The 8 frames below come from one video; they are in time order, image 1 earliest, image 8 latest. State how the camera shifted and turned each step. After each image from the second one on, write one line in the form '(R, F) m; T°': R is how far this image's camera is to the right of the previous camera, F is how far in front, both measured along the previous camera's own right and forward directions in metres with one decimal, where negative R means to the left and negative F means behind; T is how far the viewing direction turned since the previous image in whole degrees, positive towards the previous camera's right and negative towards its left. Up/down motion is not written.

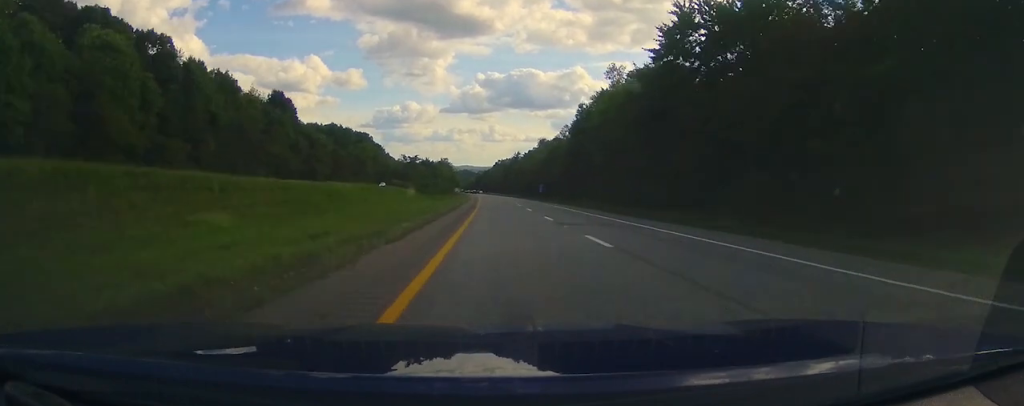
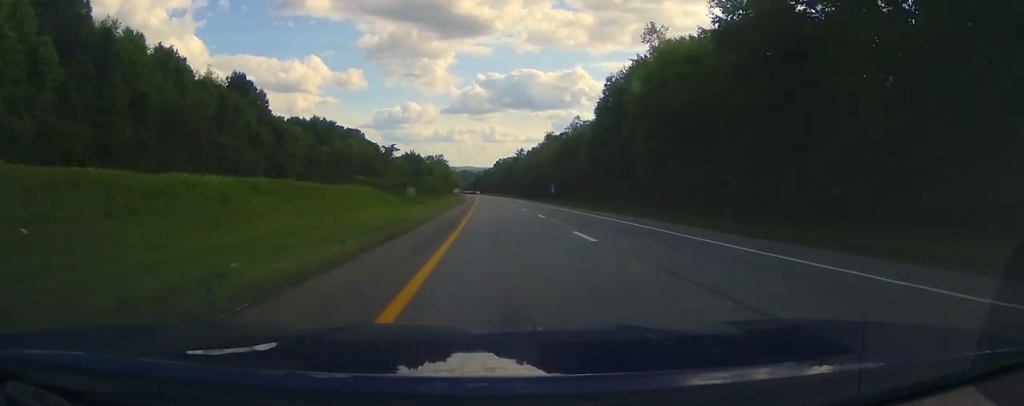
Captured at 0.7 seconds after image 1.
(+0.2, +23.0) m; 0°
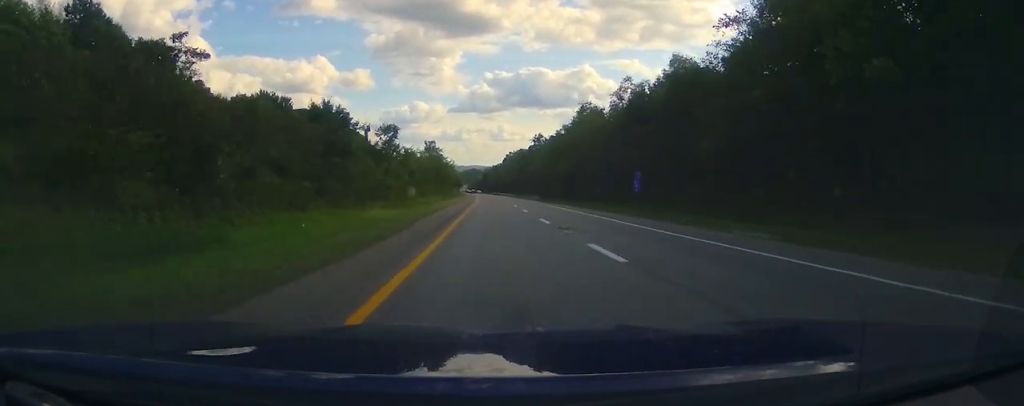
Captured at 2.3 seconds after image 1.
(-0.6, +52.7) m; -1°
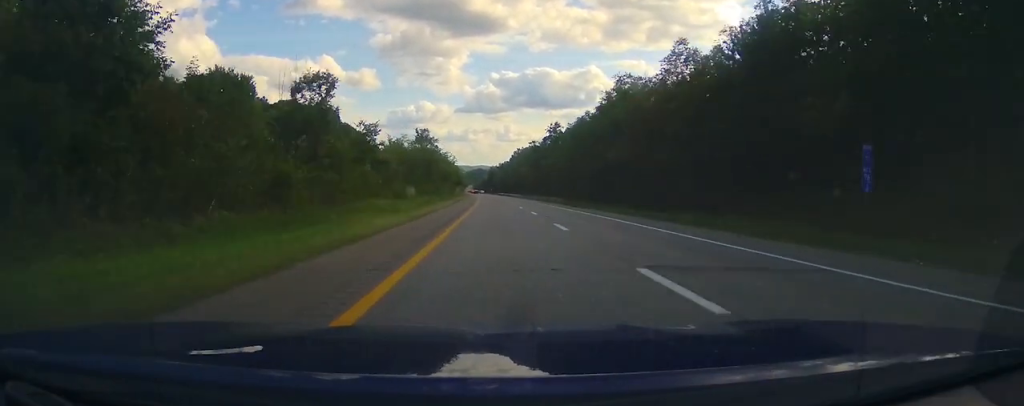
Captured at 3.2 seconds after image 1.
(-0.2, +28.6) m; 0°
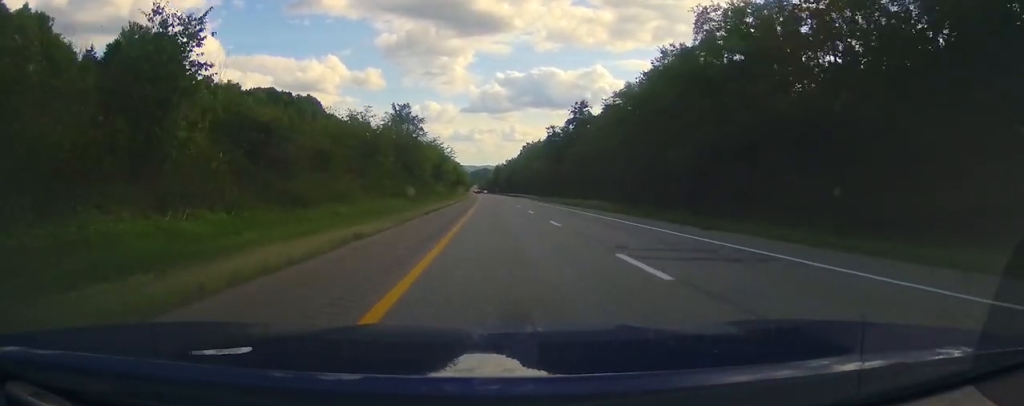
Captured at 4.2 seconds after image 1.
(-0.1, +34.1) m; 0°
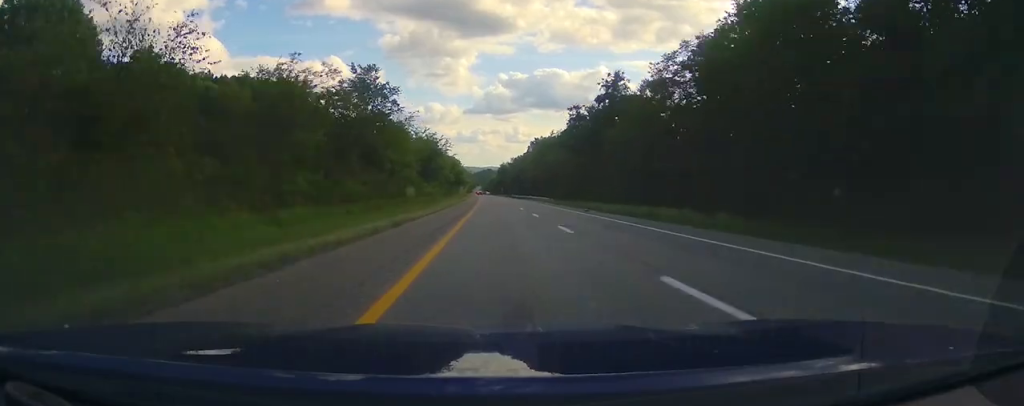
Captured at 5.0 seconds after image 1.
(0.0, +27.5) m; 0°
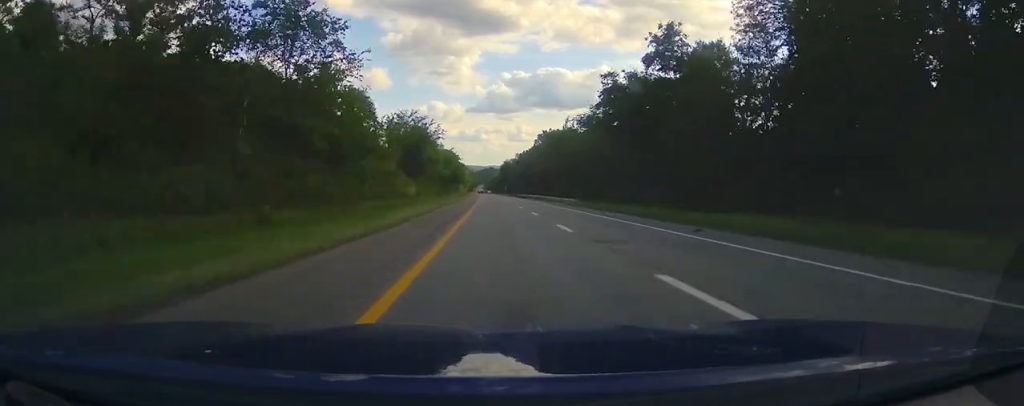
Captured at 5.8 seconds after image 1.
(0.0, +24.2) m; -1°
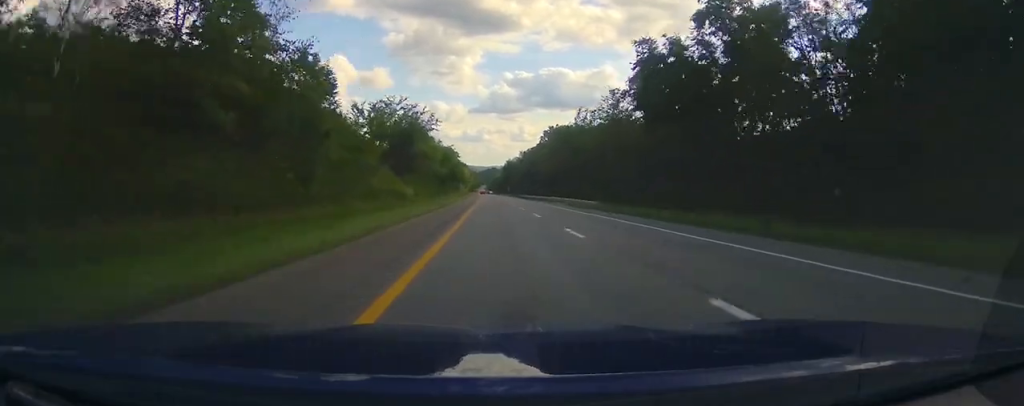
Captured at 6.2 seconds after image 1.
(-0.2, +14.3) m; 0°
